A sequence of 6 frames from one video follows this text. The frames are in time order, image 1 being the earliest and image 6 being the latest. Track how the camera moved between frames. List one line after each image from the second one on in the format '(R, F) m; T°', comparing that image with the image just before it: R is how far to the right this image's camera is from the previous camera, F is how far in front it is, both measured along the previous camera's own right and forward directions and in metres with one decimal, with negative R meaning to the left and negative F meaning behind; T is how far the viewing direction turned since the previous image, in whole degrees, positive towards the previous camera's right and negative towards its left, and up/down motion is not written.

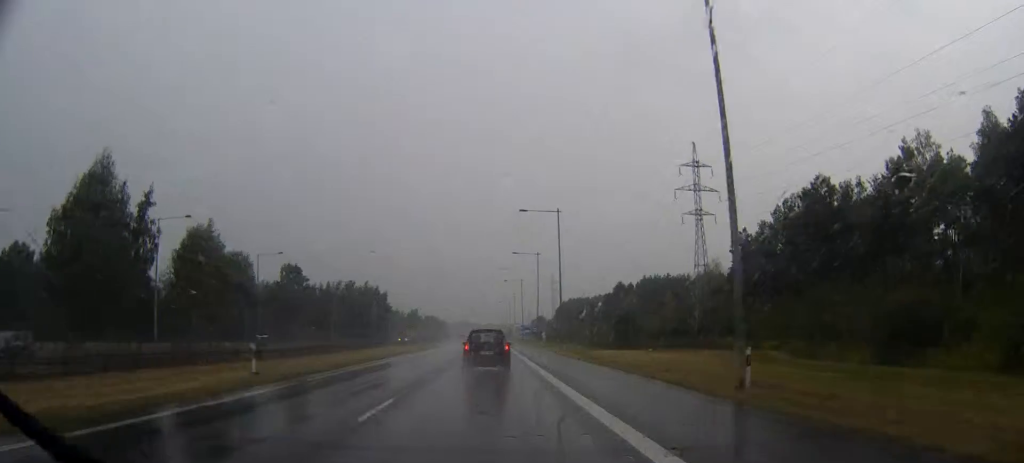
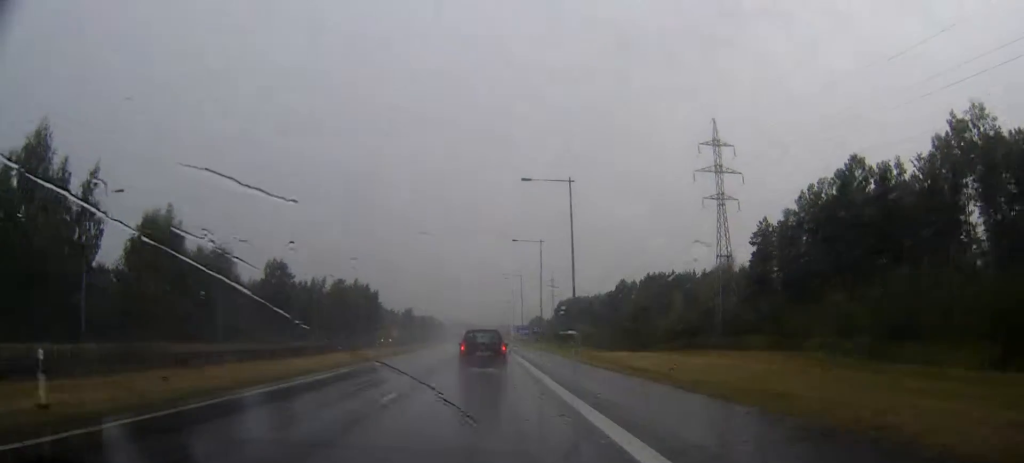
(0.0, +12.7) m; 0°
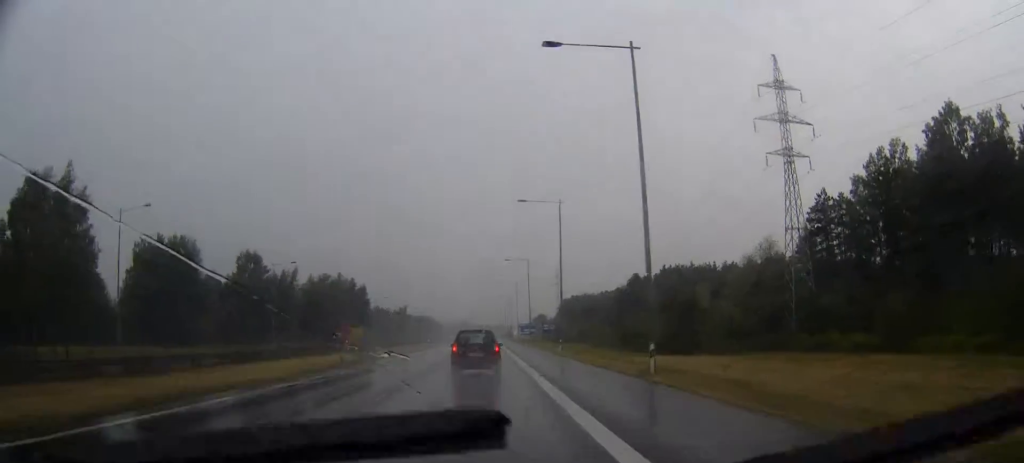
(0.0, +24.6) m; 0°
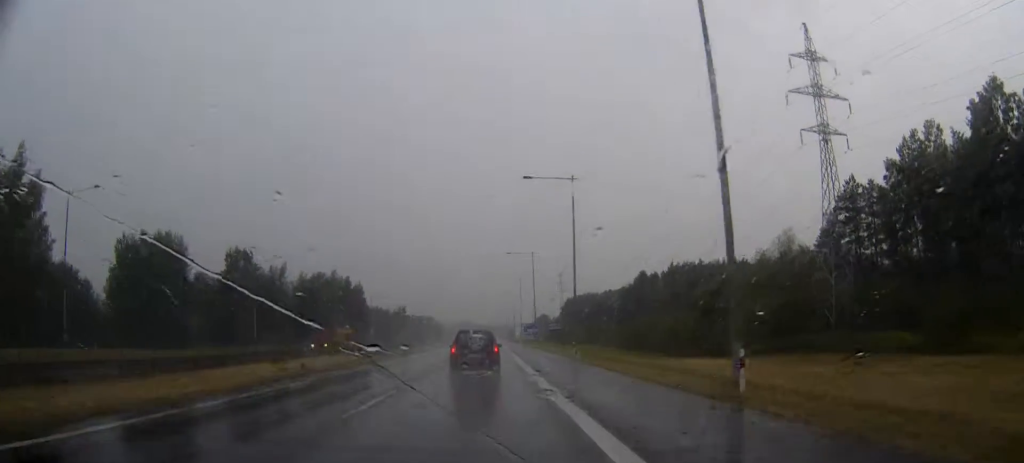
(0.0, +9.1) m; 0°
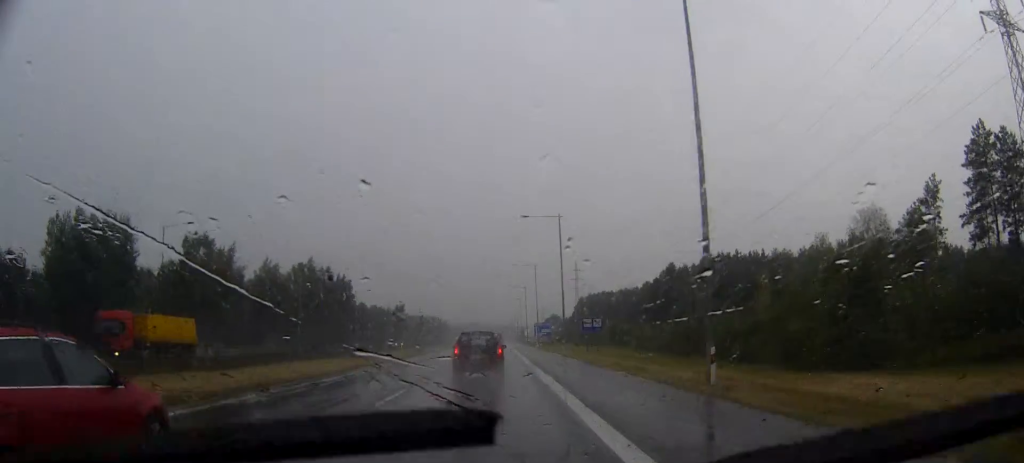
(0.0, +30.1) m; 0°
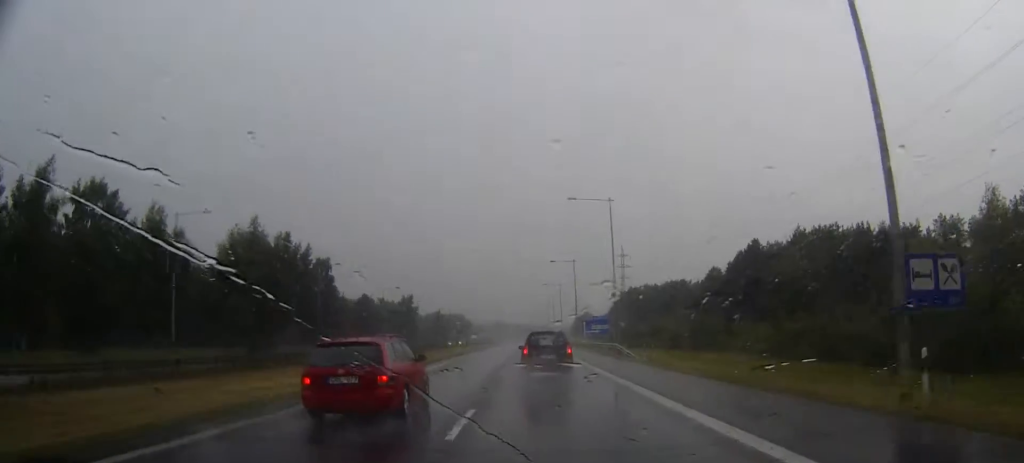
(-0.9, +52.4) m; -2°
